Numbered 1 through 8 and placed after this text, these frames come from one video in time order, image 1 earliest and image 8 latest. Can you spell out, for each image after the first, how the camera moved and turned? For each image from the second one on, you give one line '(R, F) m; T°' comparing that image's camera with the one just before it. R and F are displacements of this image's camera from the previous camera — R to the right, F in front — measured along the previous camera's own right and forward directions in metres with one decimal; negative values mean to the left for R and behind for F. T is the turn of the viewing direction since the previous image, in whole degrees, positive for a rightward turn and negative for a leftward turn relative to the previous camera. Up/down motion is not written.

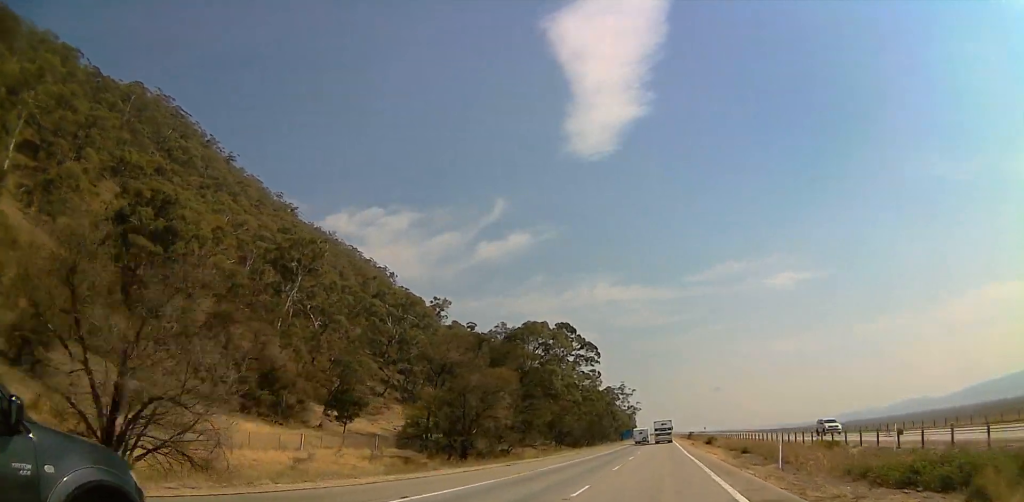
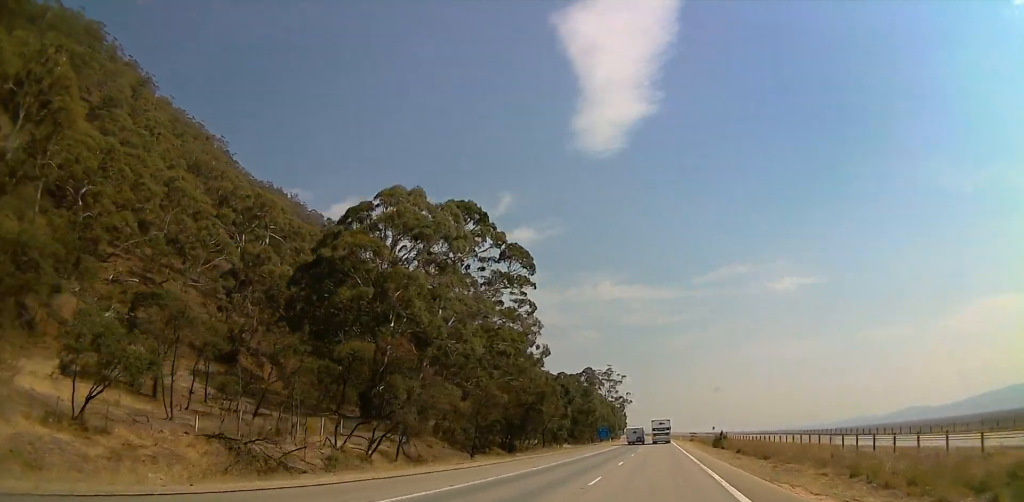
(+0.3, +65.9) m; +1°
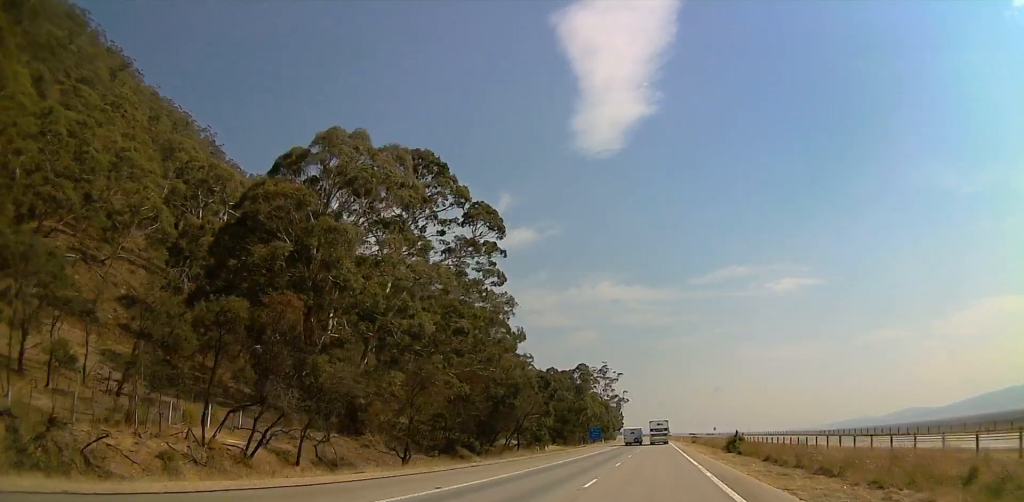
(0.0, +12.4) m; 0°
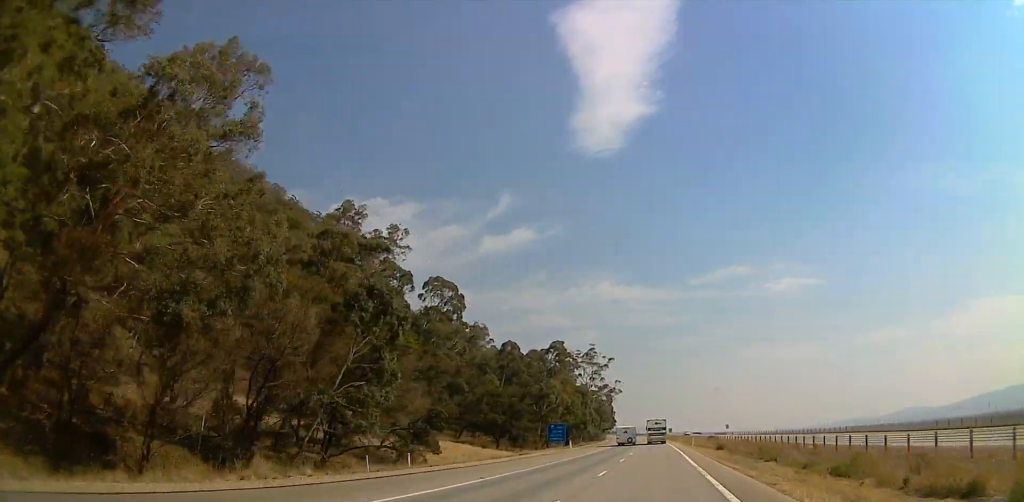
(+0.1, +44.2) m; -1°
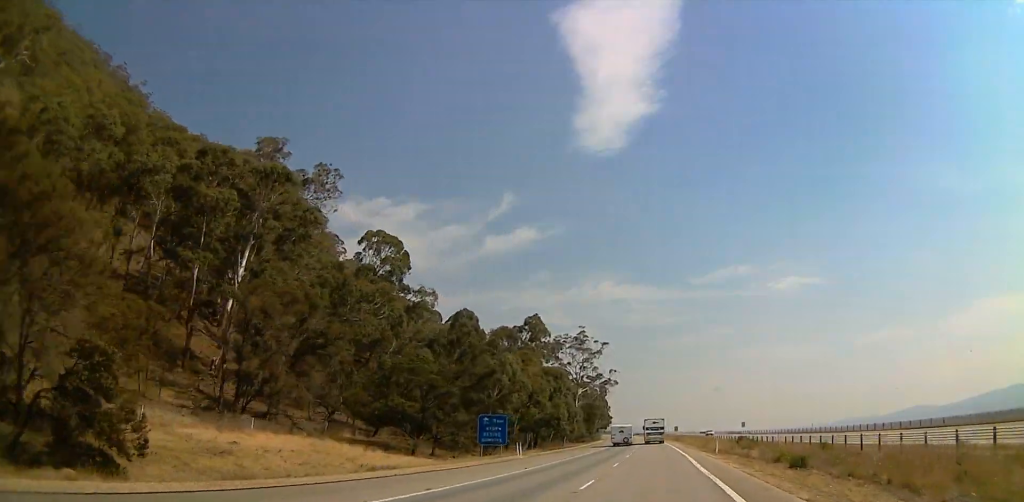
(-0.3, +29.6) m; -1°
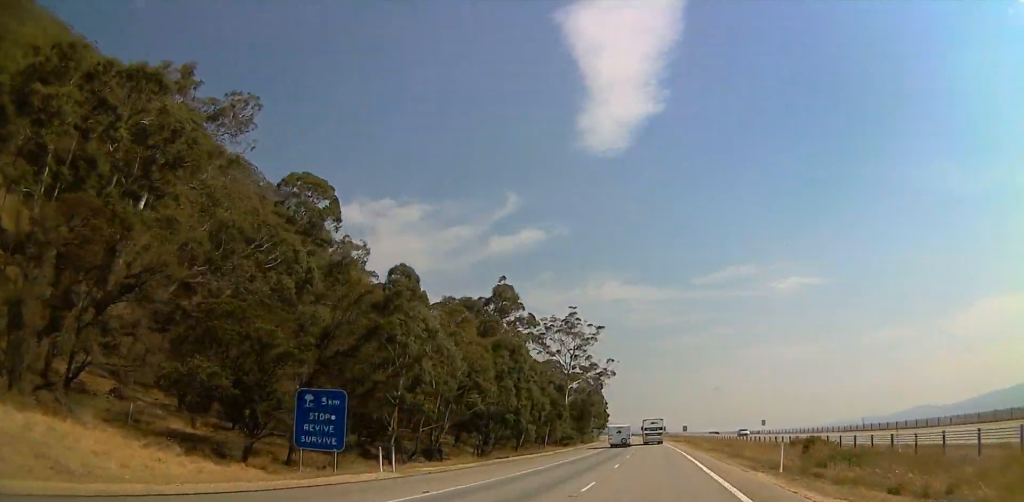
(-0.1, +25.6) m; 0°
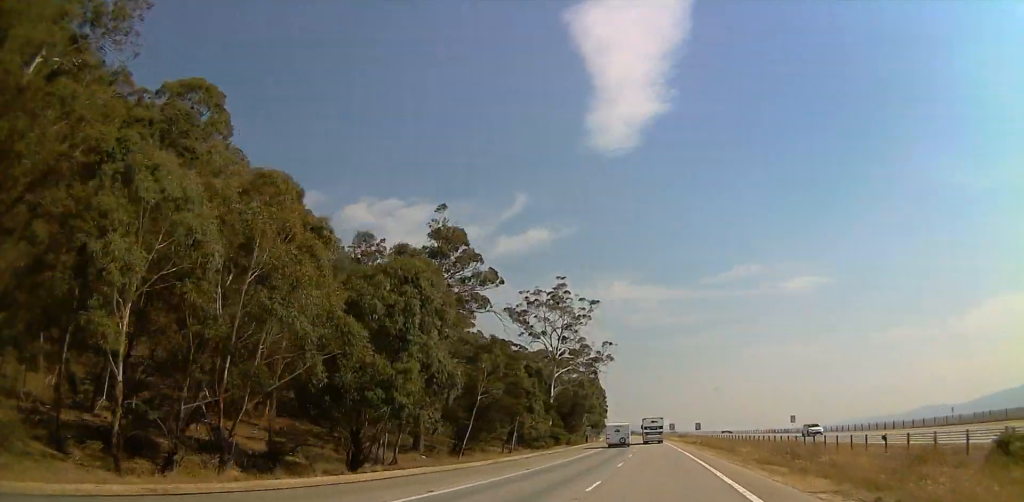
(+0.1, +28.0) m; 0°
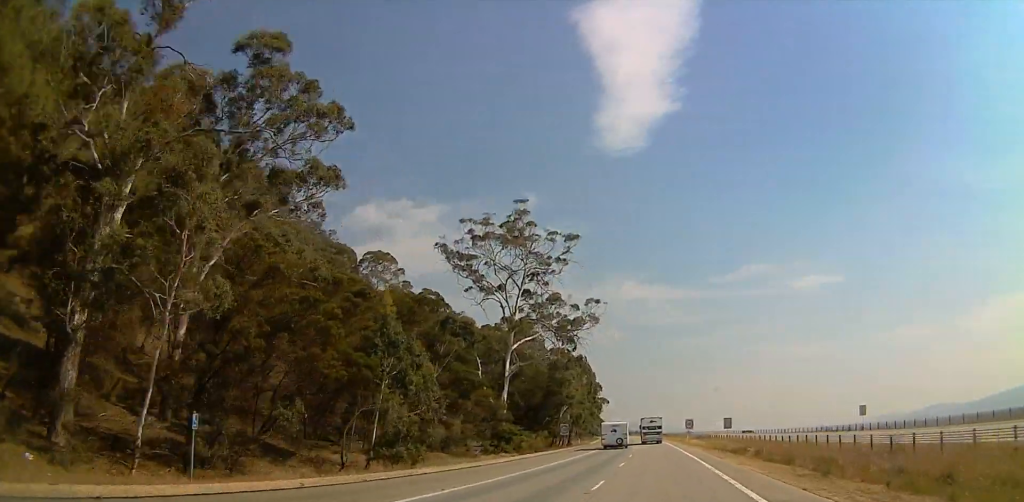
(-0.4, +40.2) m; -1°
